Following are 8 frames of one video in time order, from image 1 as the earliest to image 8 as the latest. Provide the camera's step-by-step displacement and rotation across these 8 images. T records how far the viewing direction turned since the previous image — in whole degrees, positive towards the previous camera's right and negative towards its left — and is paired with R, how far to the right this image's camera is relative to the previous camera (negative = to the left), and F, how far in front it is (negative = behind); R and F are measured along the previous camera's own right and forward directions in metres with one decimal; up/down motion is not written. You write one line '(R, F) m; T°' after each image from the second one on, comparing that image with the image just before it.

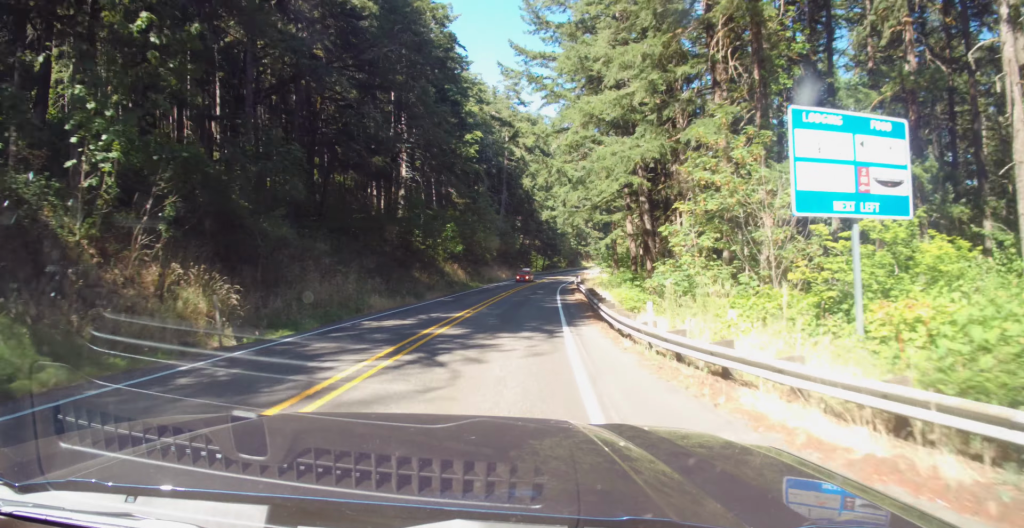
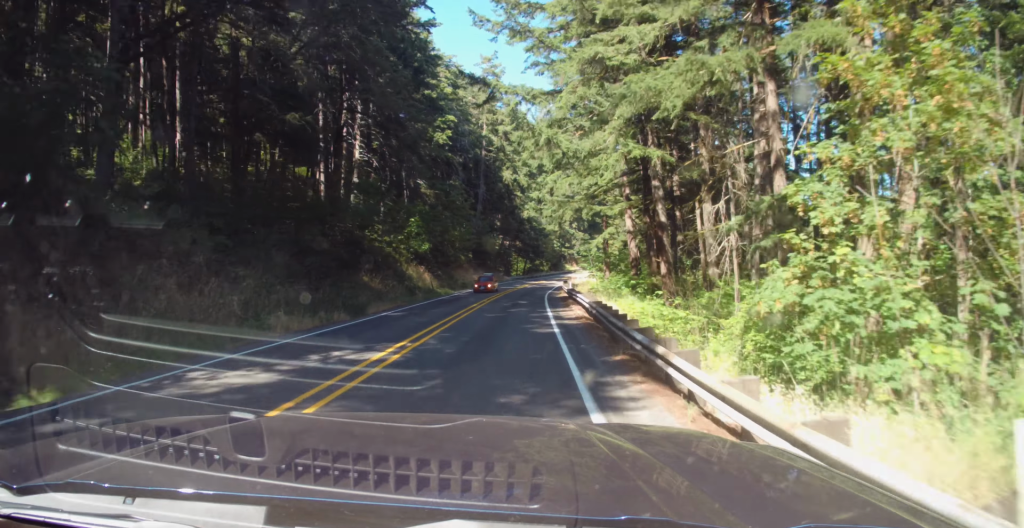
(-0.4, +11.0) m; +2°
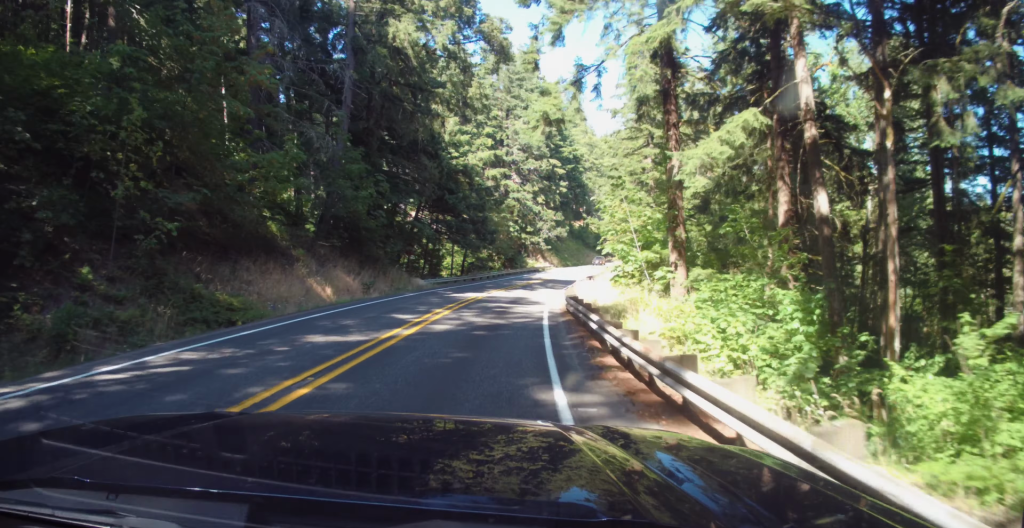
(+6.3, +52.6) m; +14°
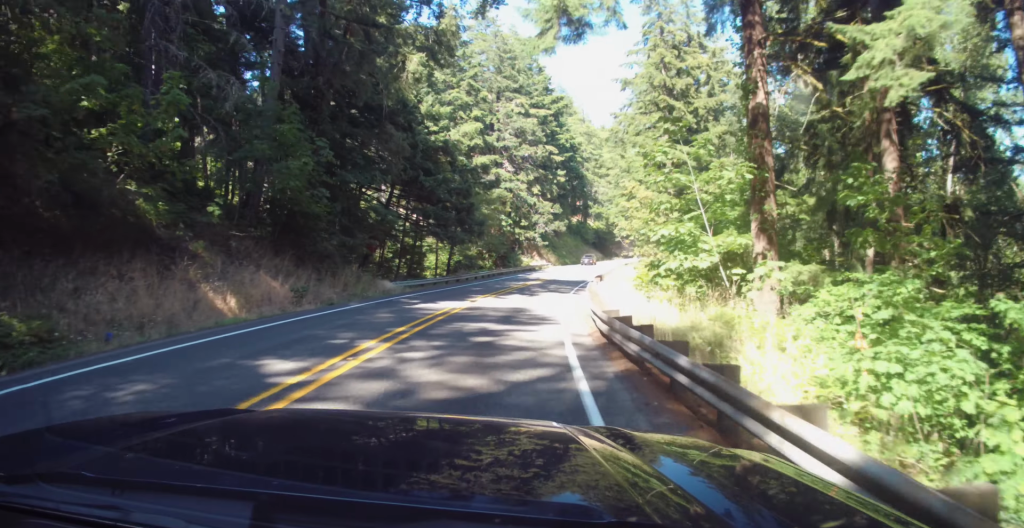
(+0.8, +10.5) m; +3°
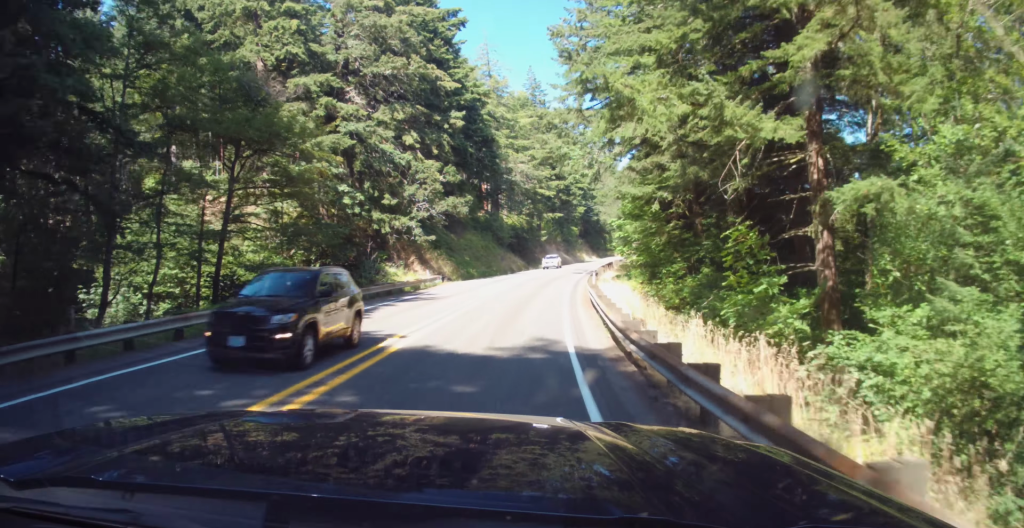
(+1.0, +43.7) m; +1°
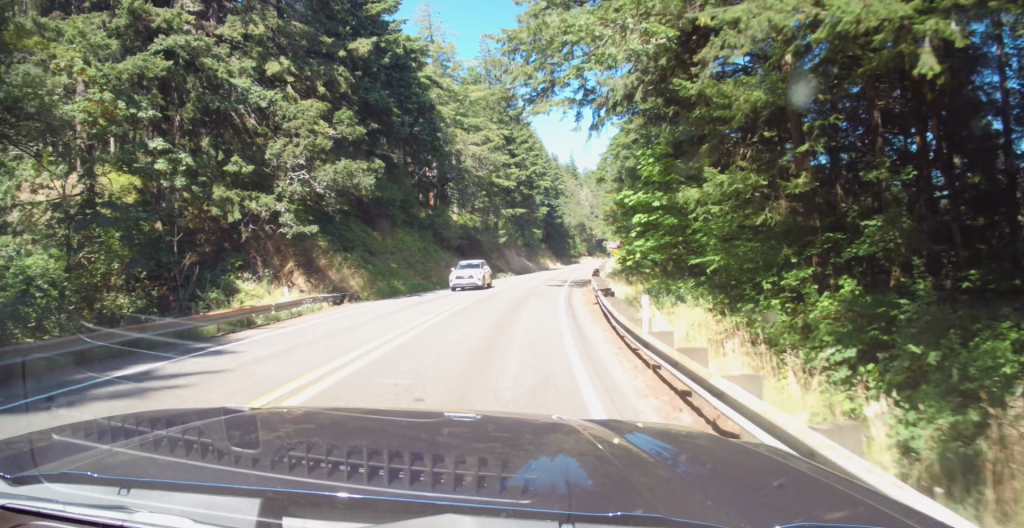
(0.0, +20.4) m; 0°
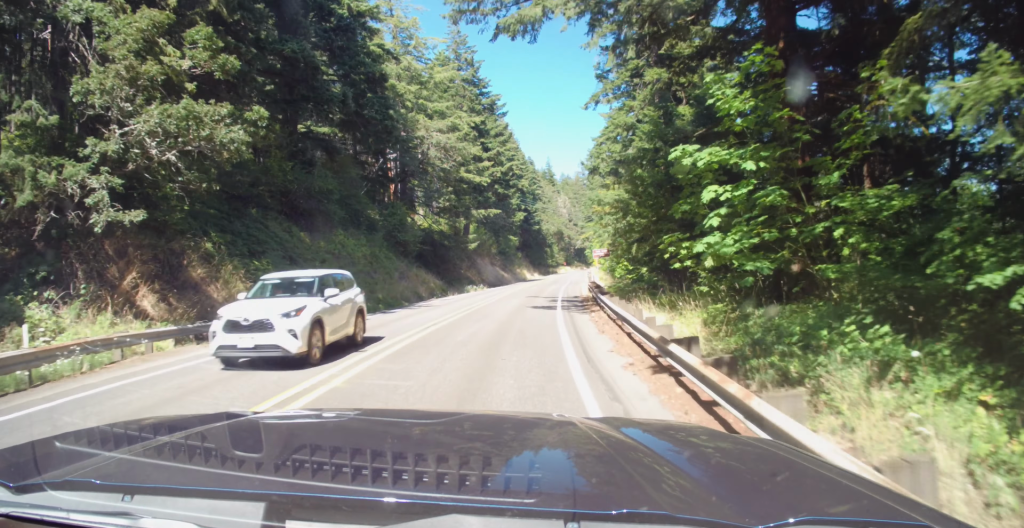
(0.0, +12.4) m; 0°
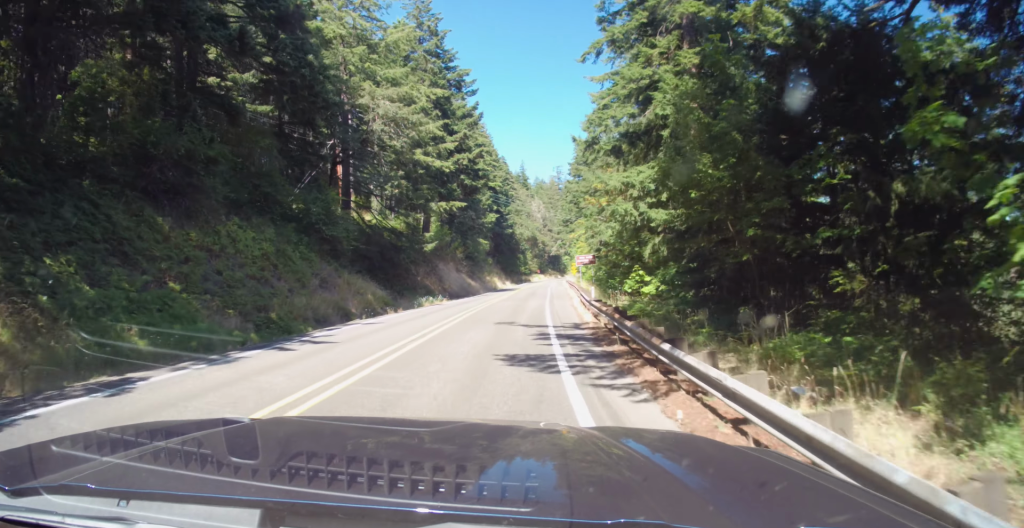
(0.0, +13.8) m; 0°
